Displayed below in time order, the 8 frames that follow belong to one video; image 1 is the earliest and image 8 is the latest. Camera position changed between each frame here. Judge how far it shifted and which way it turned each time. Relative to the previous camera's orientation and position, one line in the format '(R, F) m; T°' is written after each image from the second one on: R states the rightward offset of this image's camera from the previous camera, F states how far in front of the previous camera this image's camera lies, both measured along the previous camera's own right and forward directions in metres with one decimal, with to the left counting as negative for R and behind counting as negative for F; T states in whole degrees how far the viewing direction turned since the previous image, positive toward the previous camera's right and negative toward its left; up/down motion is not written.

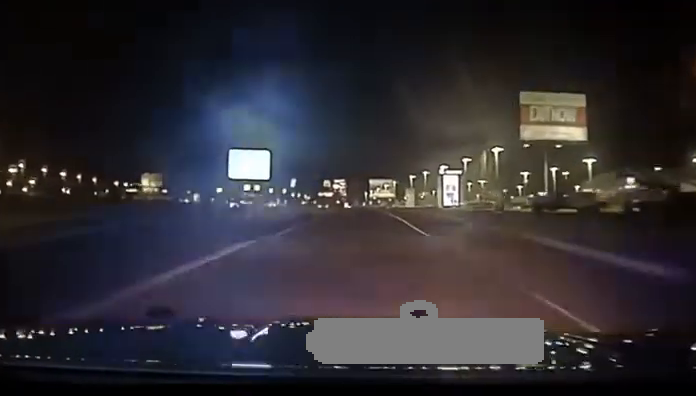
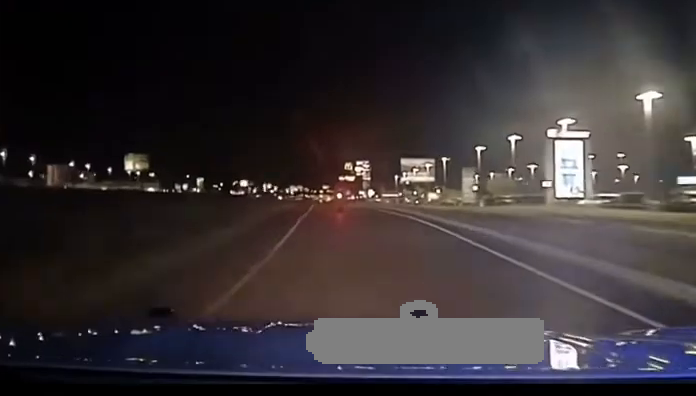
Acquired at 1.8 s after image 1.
(-0.4, +63.9) m; -1°
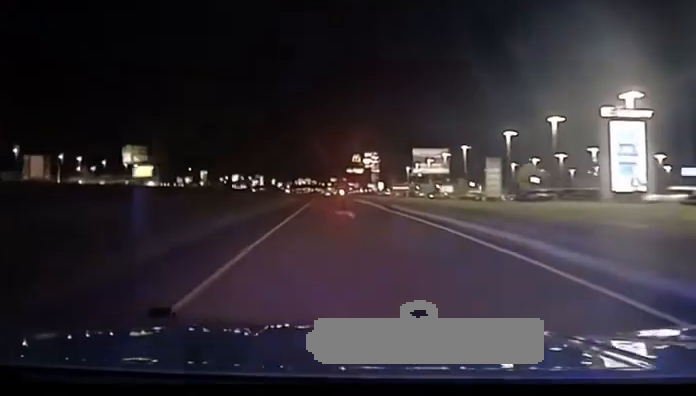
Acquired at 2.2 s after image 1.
(-0.2, +15.2) m; 0°
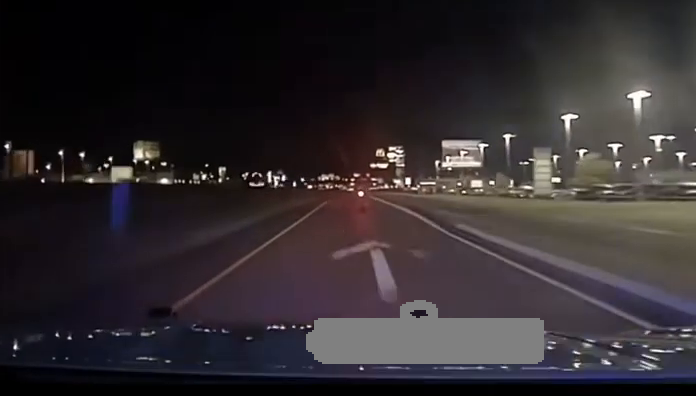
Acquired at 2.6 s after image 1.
(-0.1, +17.6) m; -1°
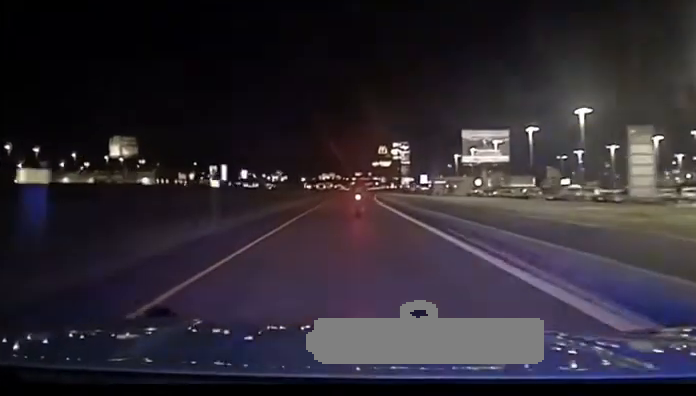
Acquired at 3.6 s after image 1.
(-0.2, +35.8) m; -1°
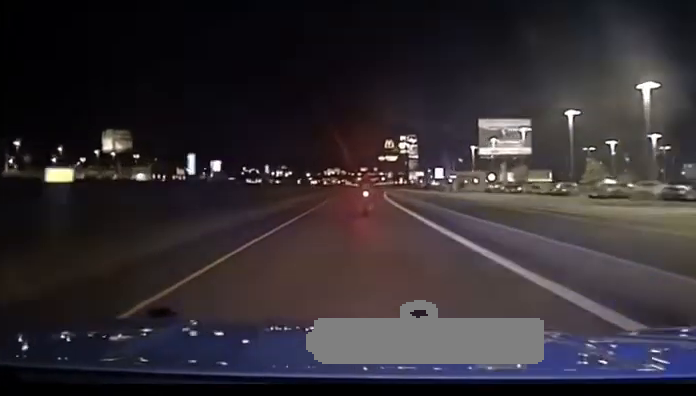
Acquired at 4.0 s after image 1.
(-0.2, +15.4) m; -1°
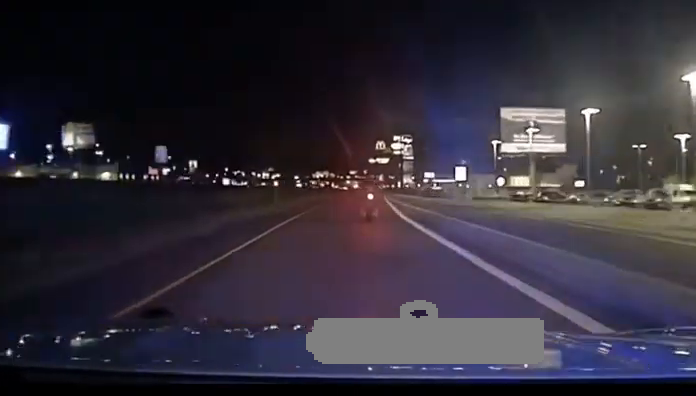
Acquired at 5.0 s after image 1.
(-0.4, +32.2) m; -1°
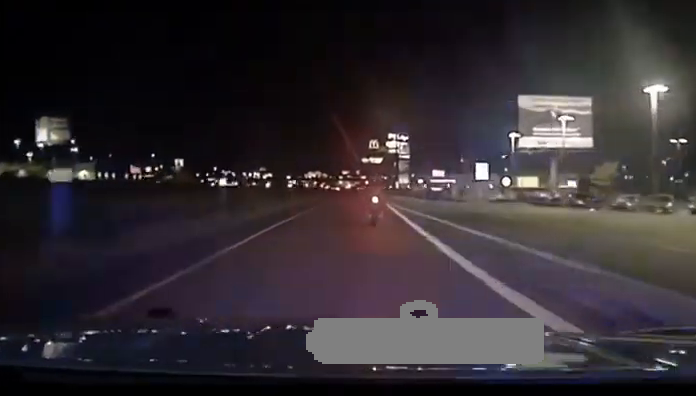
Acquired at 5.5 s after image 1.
(-0.1, +17.4) m; 0°
